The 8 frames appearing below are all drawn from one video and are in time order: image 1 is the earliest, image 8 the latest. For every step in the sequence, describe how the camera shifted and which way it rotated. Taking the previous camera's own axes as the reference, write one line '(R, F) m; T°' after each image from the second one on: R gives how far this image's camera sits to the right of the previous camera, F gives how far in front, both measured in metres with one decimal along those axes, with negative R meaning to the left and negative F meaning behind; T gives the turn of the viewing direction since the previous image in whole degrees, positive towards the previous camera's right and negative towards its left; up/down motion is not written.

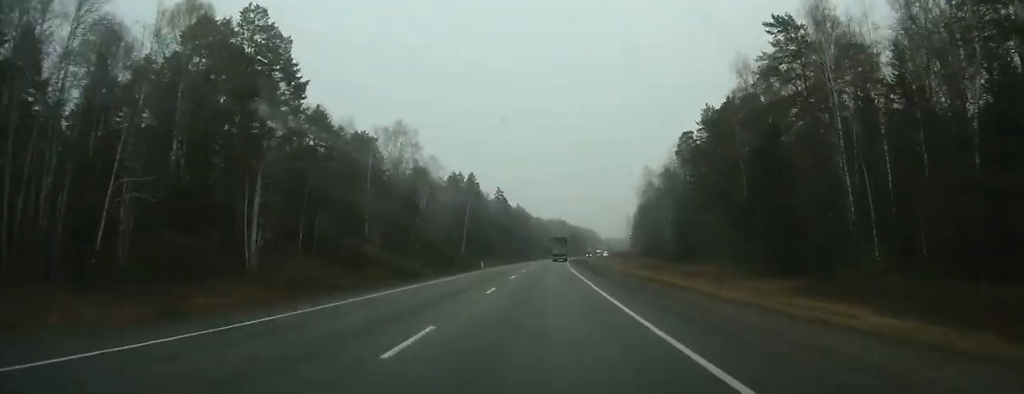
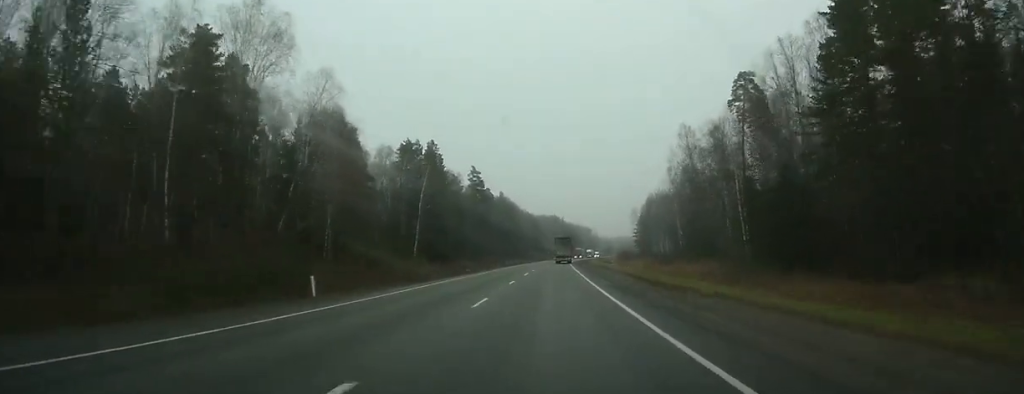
(-0.2, +52.5) m; 0°
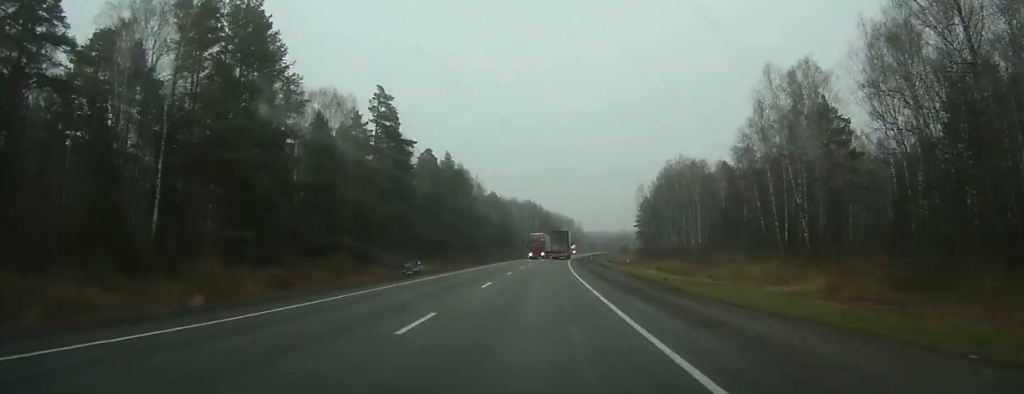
(+0.4, +78.1) m; +1°
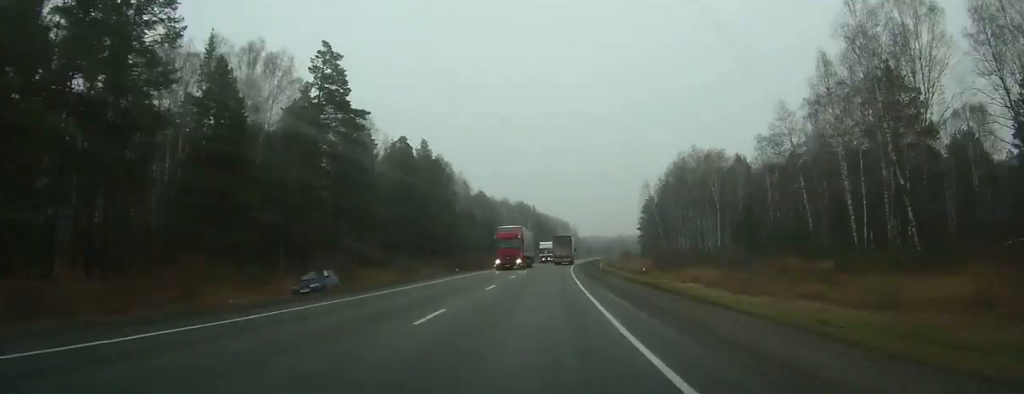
(0.0, +22.0) m; +1°
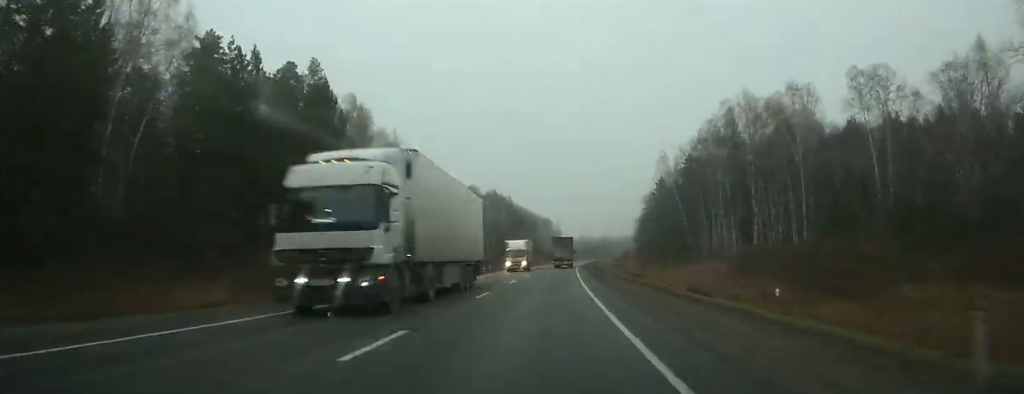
(+1.2, +51.5) m; +4°
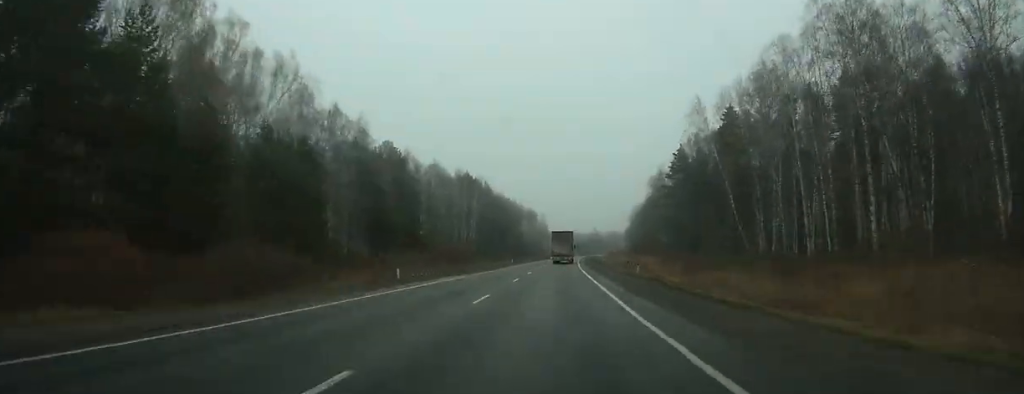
(+1.5, +39.0) m; +3°
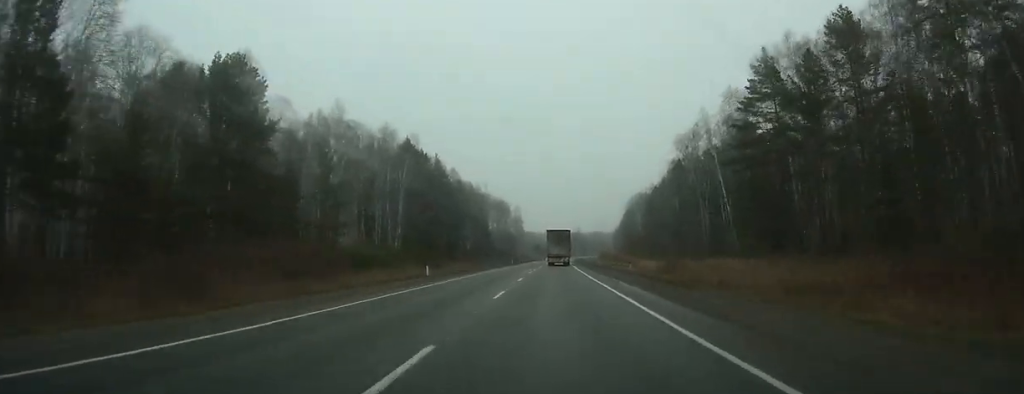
(+0.5, +56.8) m; +1°
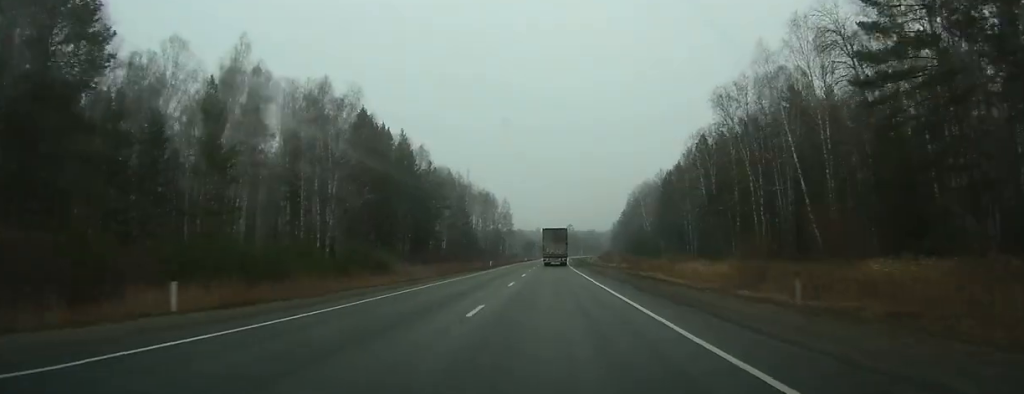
(0.0, +28.5) m; 0°
